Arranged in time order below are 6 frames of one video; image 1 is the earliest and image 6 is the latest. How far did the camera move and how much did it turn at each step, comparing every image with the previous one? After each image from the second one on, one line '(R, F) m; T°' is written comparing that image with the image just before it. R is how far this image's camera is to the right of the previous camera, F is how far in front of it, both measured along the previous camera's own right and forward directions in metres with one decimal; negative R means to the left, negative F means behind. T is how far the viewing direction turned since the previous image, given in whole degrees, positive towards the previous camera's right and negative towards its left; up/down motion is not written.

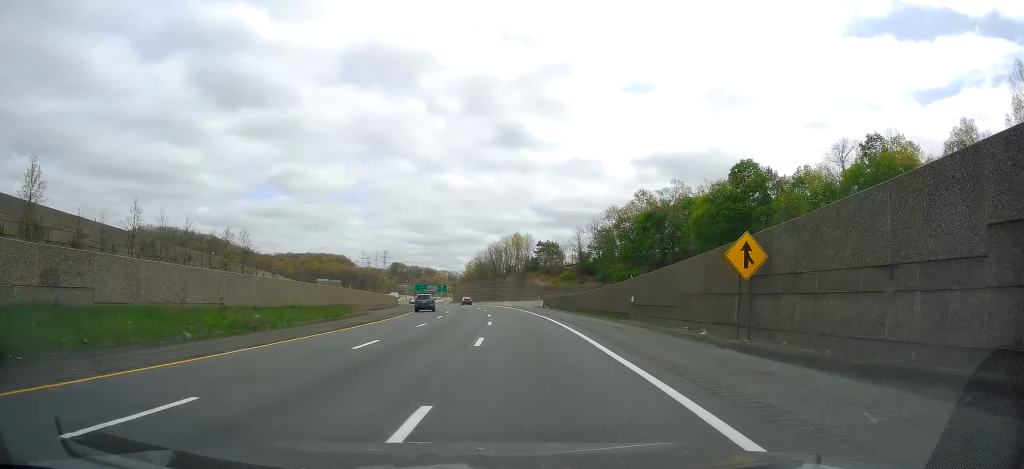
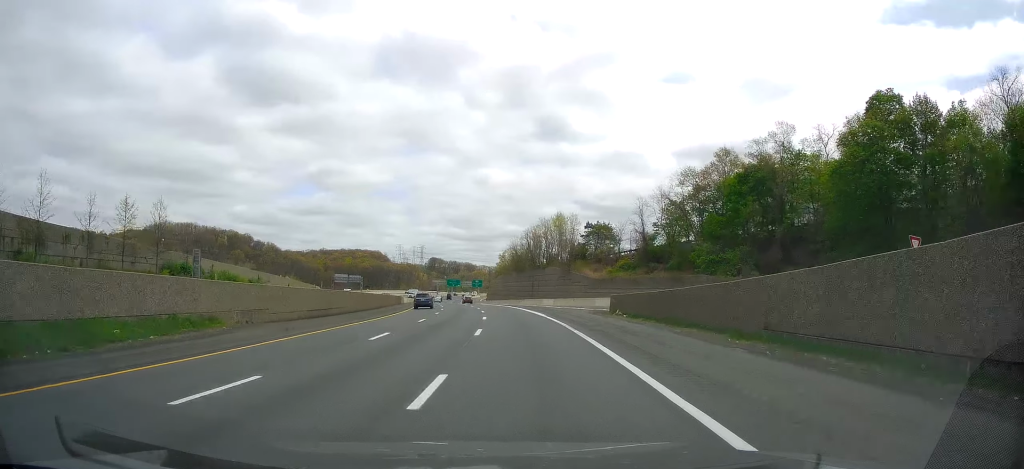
(-1.8, +34.2) m; -6°
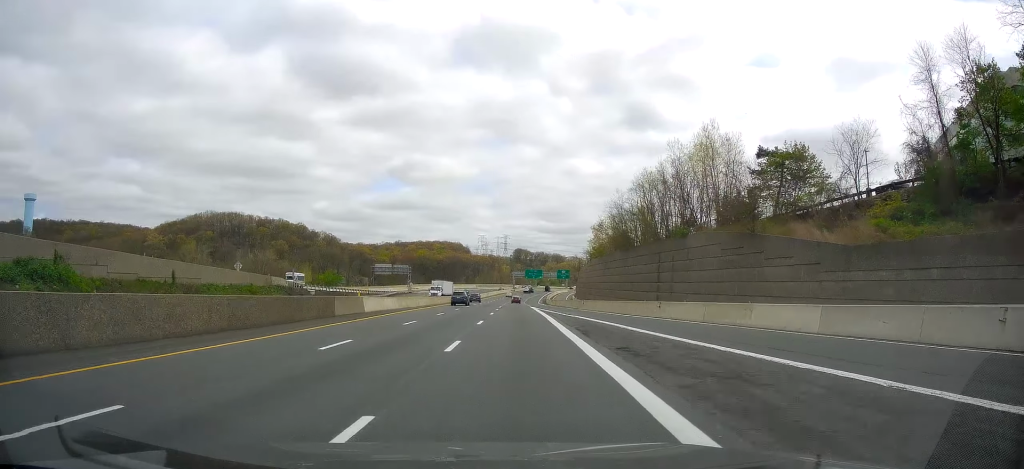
(-4.4, +66.8) m; -7°
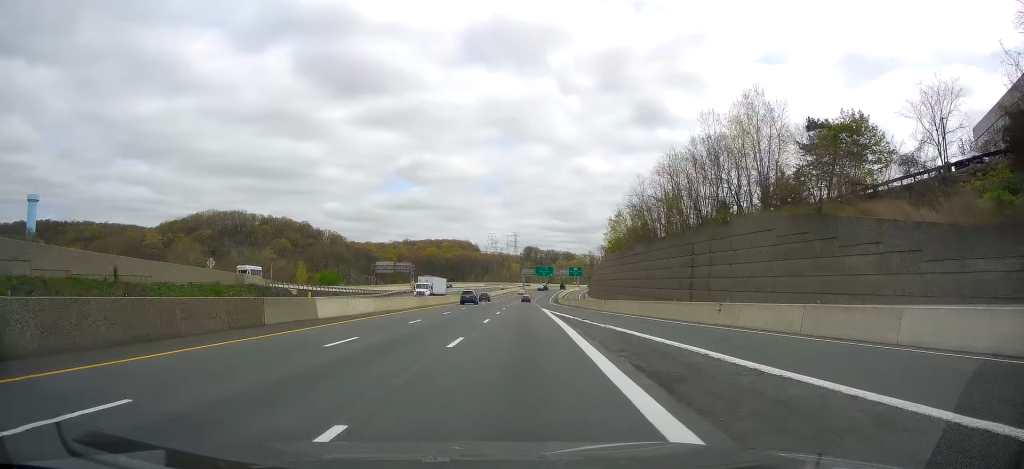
(-0.3, +12.1) m; -1°
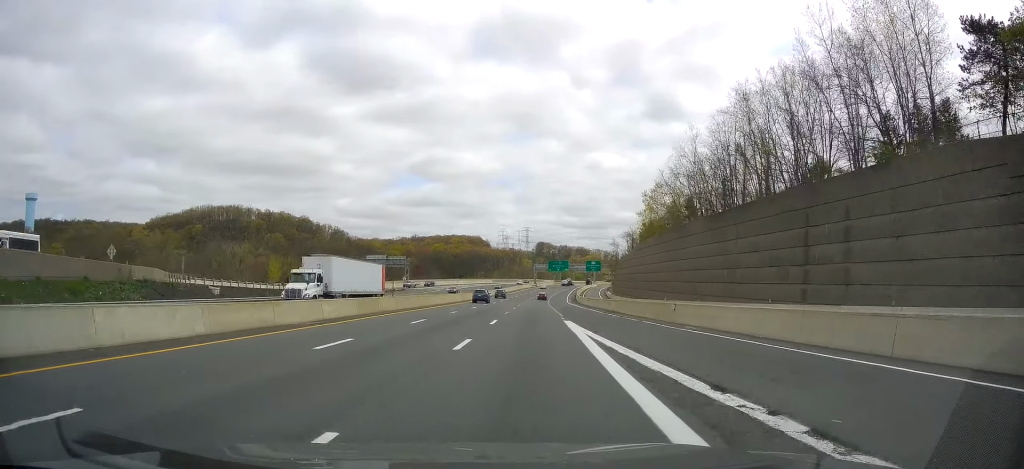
(-0.5, +26.0) m; -2°
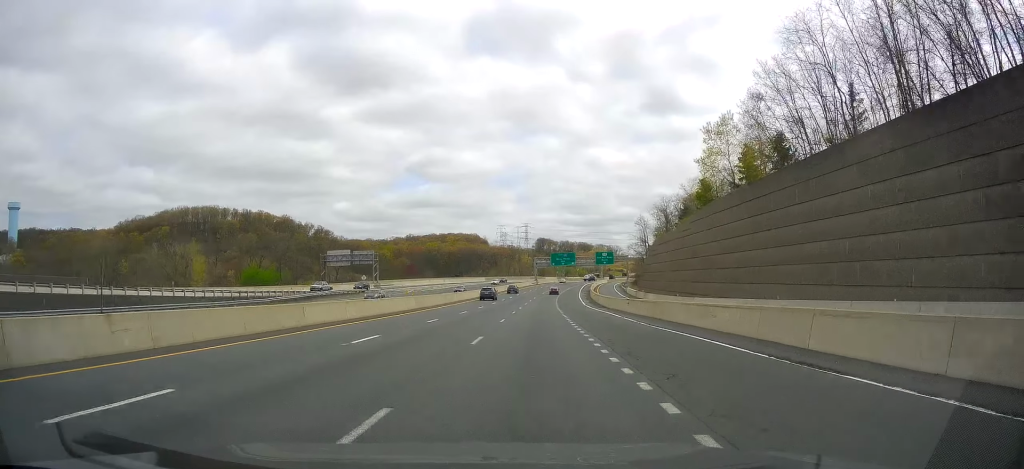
(-0.7, +34.6) m; -2°
